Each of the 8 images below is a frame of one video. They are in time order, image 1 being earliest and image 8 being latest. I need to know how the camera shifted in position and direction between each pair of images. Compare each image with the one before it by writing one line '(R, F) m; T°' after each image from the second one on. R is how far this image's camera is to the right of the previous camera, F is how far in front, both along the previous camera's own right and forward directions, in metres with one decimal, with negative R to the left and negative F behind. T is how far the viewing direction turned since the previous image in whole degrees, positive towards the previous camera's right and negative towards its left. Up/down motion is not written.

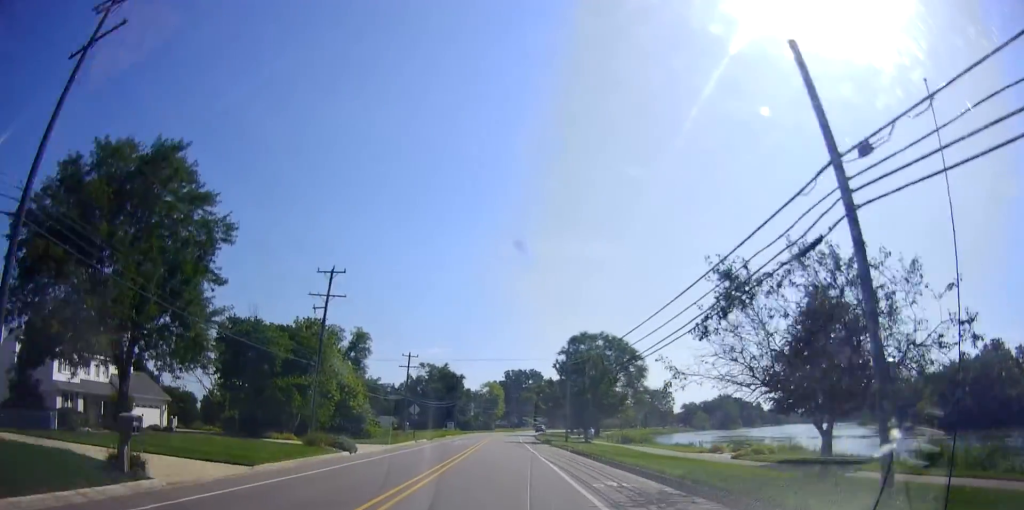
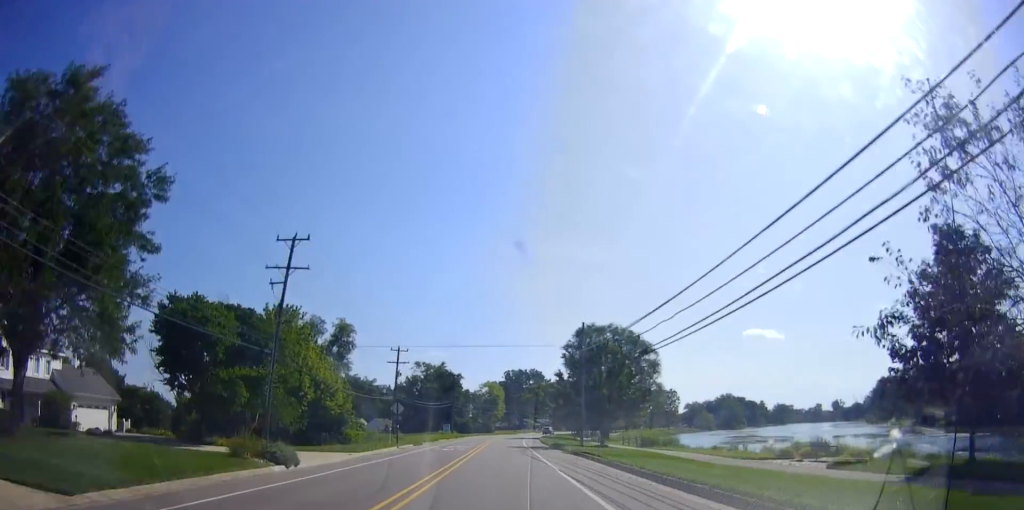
(0.0, +8.9) m; 0°
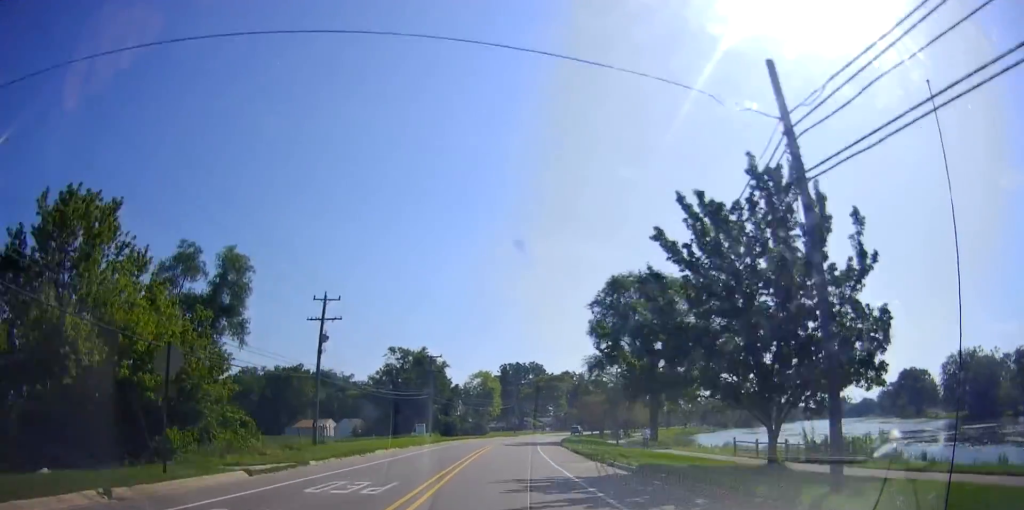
(-0.4, +31.8) m; 0°
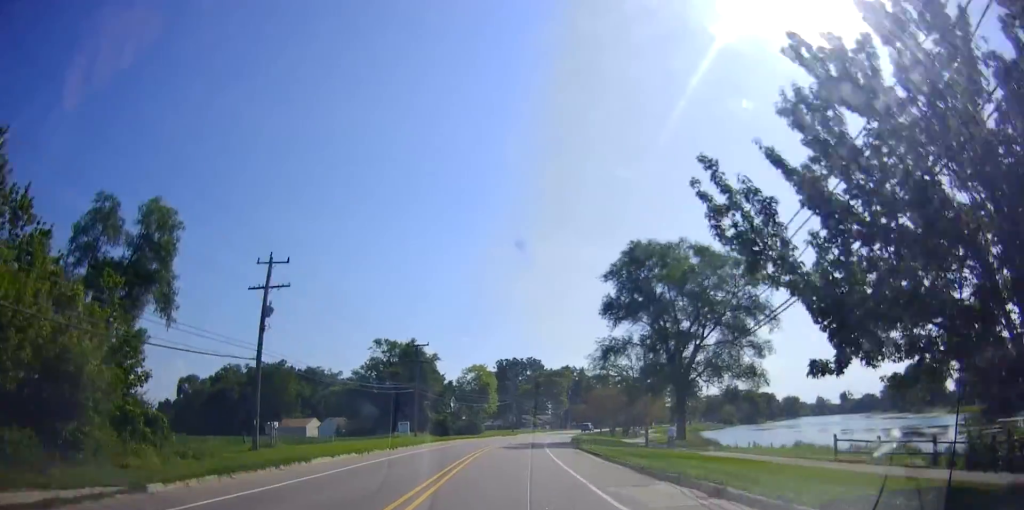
(-0.3, +11.1) m; +1°
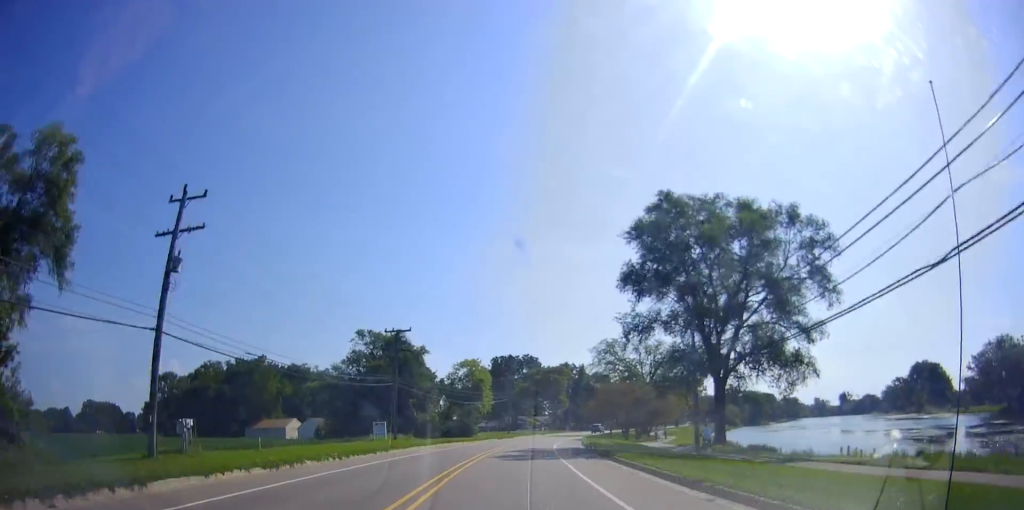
(+0.5, +11.0) m; +1°
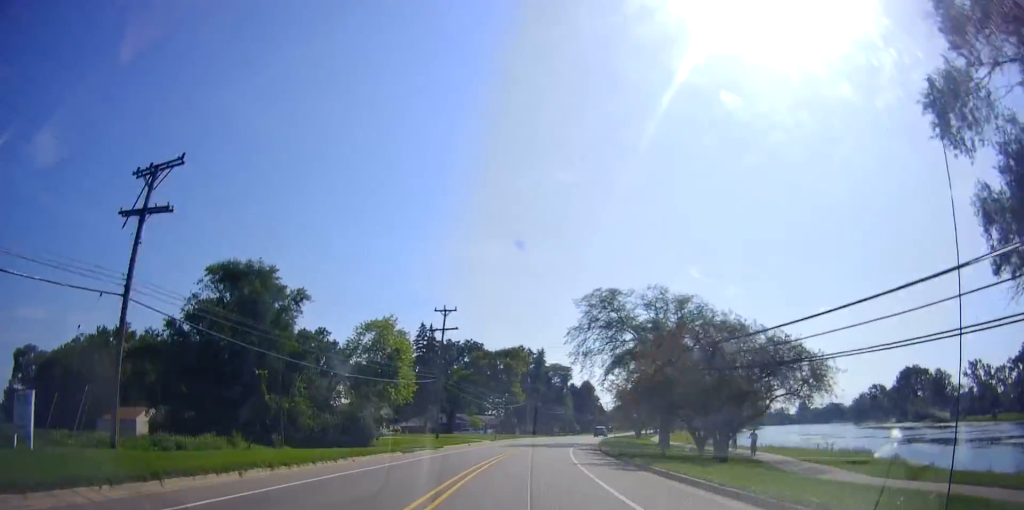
(+0.5, +41.2) m; +4°
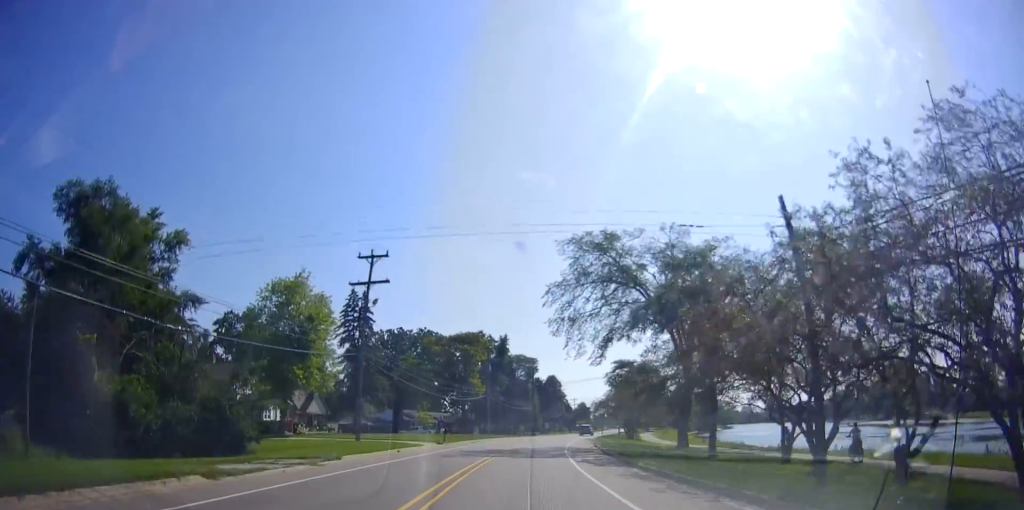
(+1.0, +19.0) m; +5°
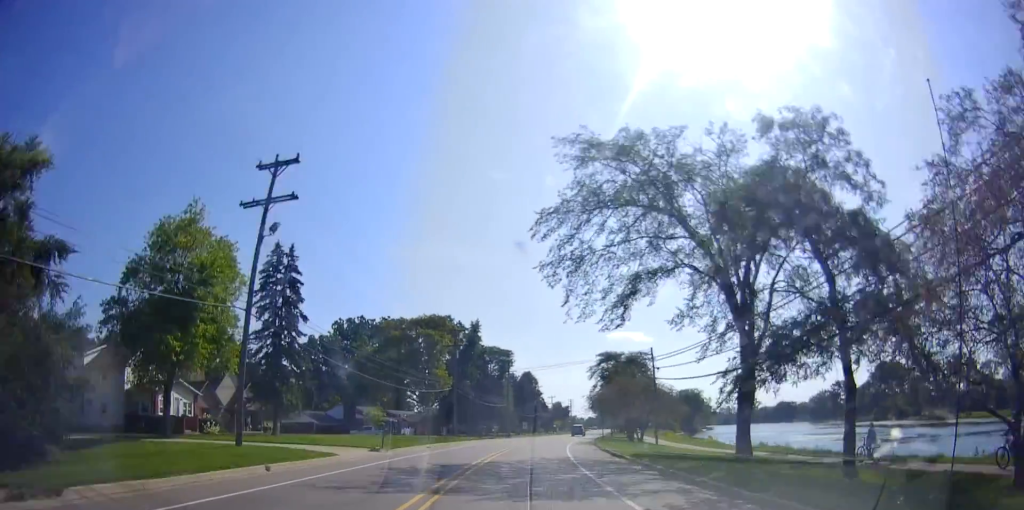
(+0.6, +15.6) m; +3°
